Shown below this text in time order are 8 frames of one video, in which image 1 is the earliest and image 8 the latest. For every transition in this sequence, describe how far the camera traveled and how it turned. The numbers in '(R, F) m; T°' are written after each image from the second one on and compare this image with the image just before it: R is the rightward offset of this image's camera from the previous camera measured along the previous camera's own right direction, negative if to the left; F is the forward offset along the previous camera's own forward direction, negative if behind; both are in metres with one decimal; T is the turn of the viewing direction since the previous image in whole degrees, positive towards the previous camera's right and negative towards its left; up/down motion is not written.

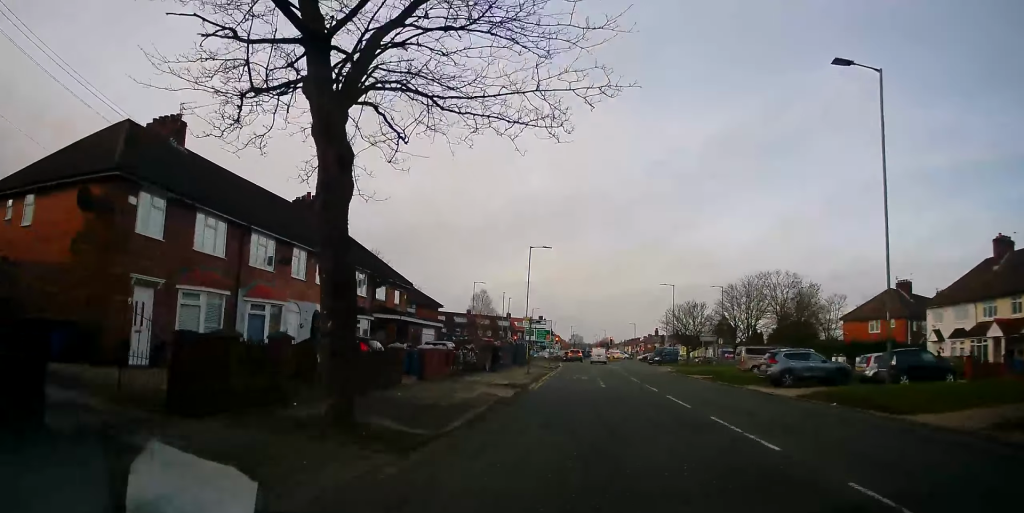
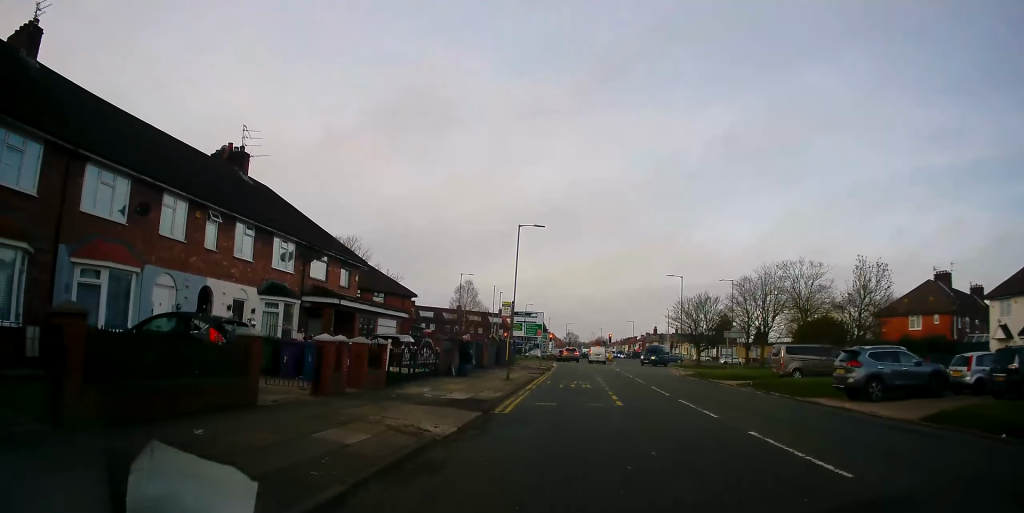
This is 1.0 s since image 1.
(0.0, +8.9) m; 0°
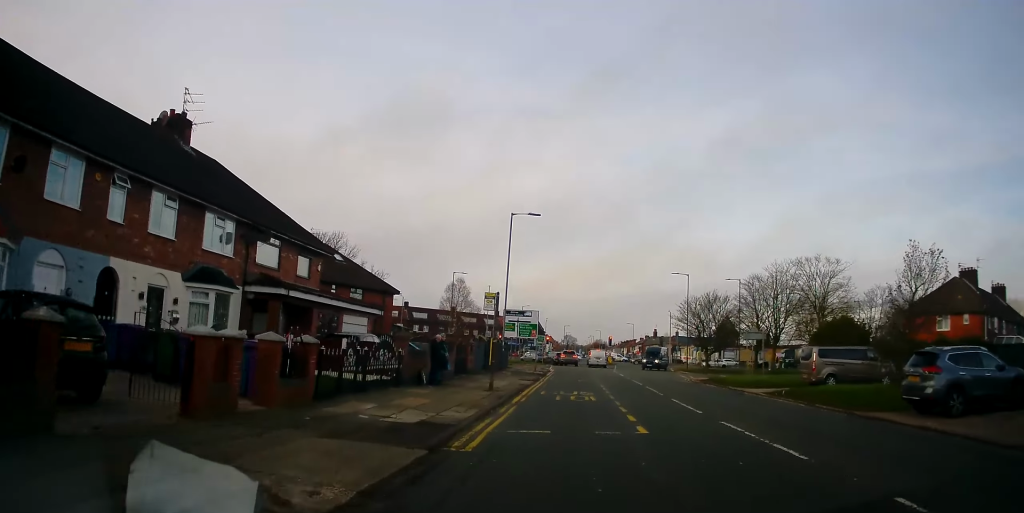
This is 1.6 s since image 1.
(0.0, +4.8) m; 0°
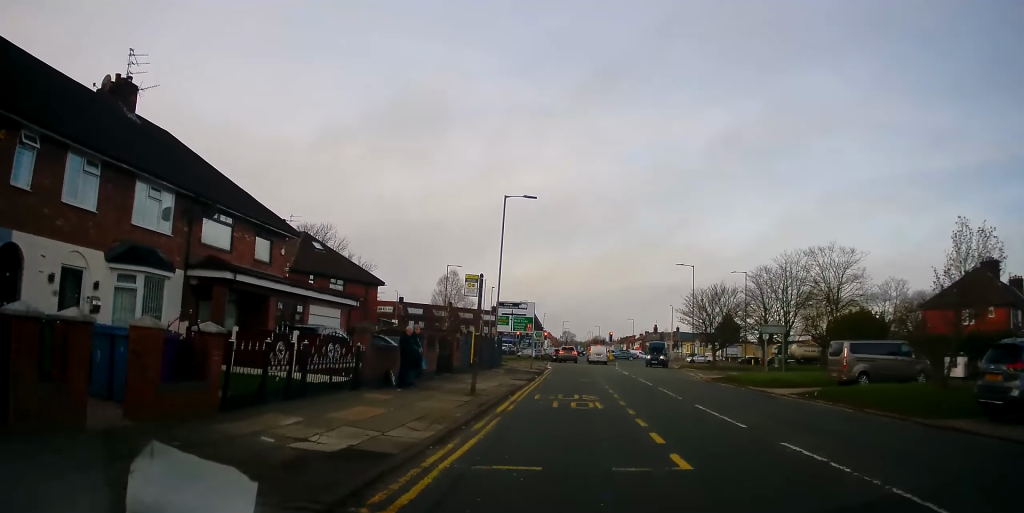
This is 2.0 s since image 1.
(0.0, +3.6) m; 0°
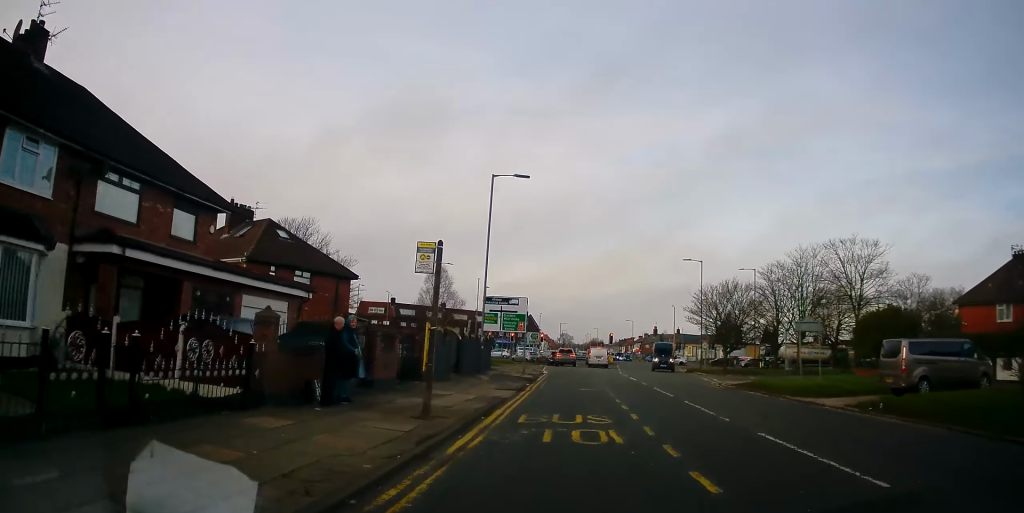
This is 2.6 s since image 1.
(0.0, +5.0) m; -1°
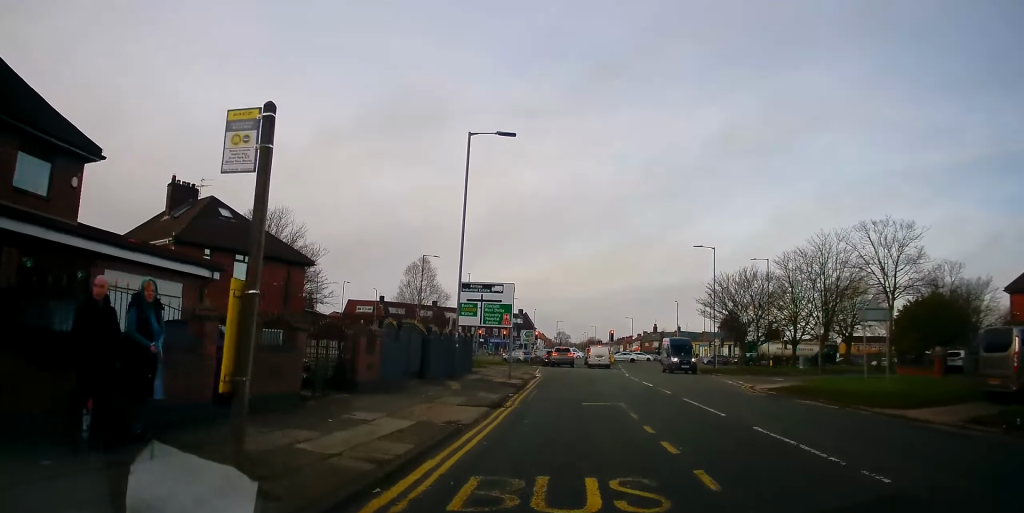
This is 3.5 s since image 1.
(-0.1, +6.4) m; +1°
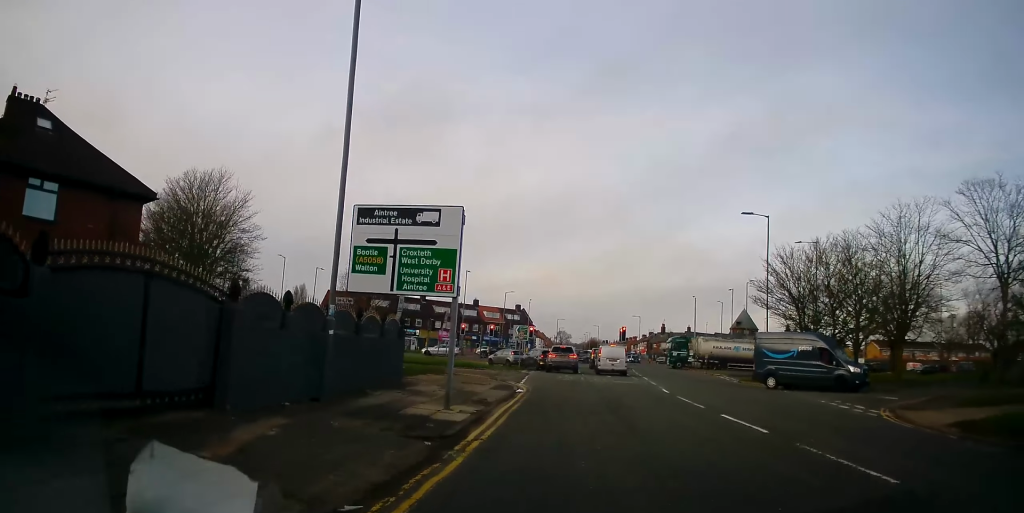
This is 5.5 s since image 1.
(+0.5, +14.2) m; +1°
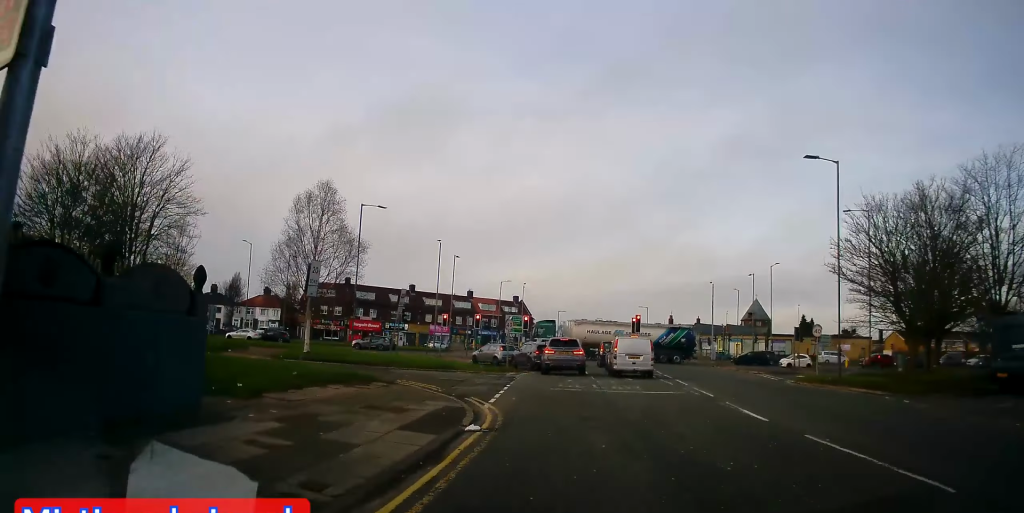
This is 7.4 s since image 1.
(-0.3, +11.1) m; 0°
